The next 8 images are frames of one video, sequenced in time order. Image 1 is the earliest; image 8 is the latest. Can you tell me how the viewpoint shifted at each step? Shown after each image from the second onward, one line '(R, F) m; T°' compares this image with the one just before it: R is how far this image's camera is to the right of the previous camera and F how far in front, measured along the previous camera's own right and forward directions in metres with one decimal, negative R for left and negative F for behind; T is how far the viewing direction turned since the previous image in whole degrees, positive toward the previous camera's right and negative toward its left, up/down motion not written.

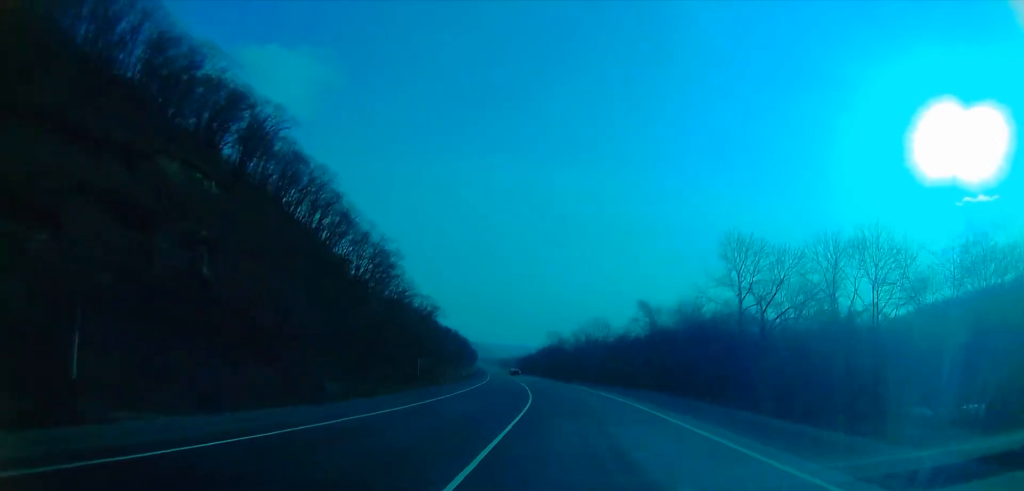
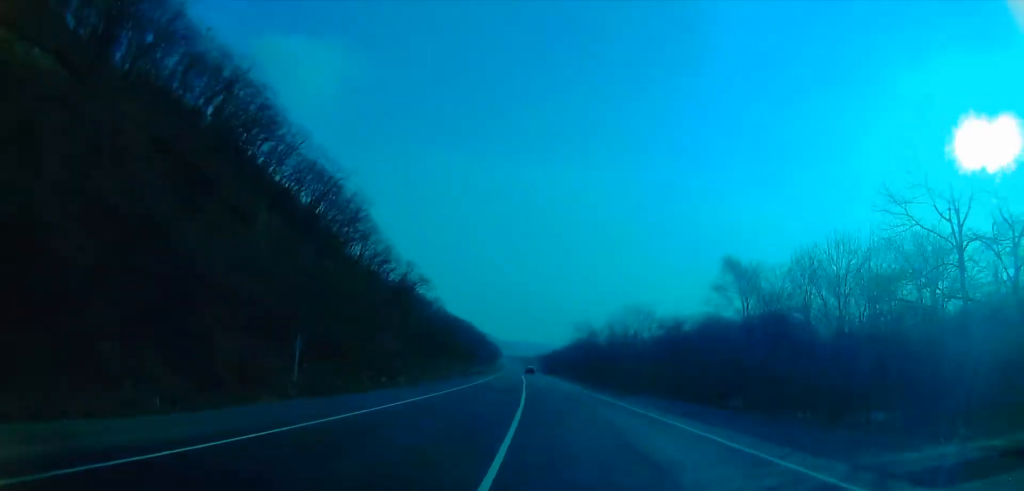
(-0.5, +36.0) m; -3°
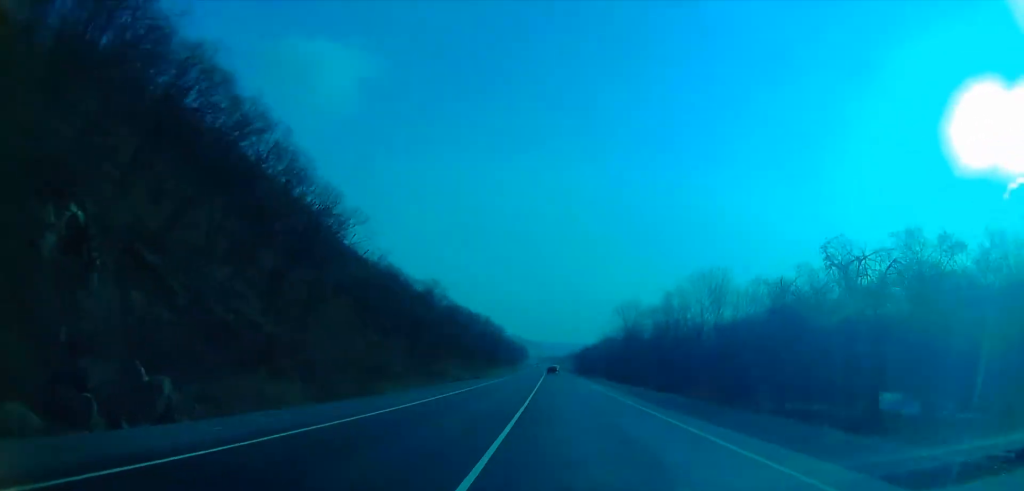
(-1.4, +44.5) m; -2°
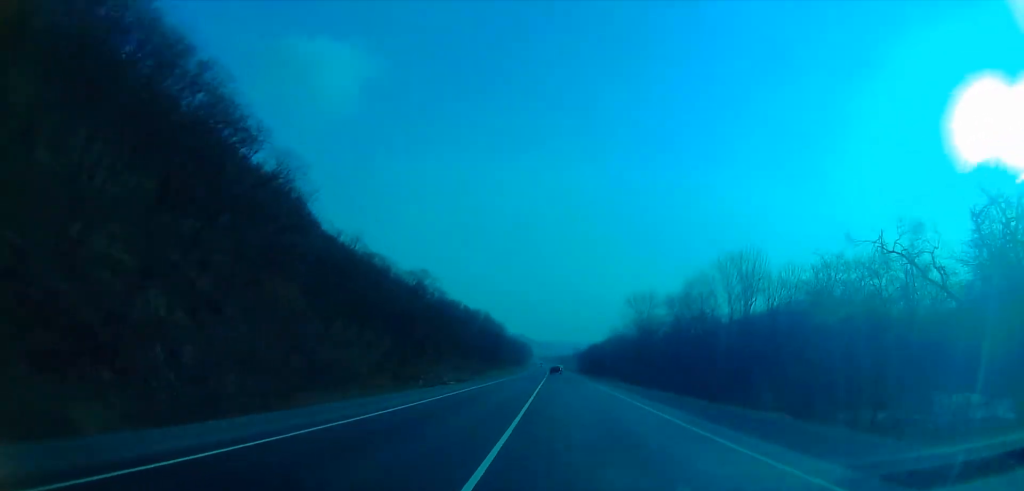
(0.0, +15.7) m; 0°
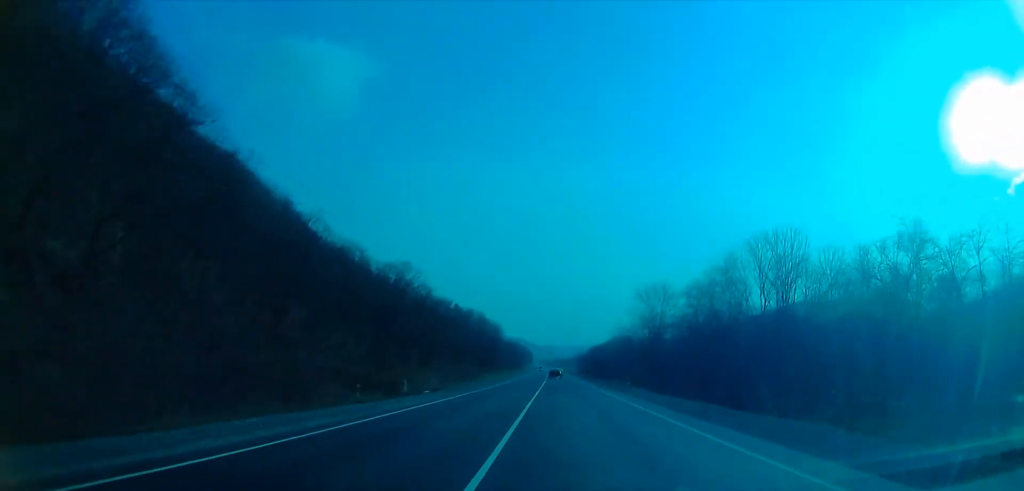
(0.0, +15.6) m; -1°
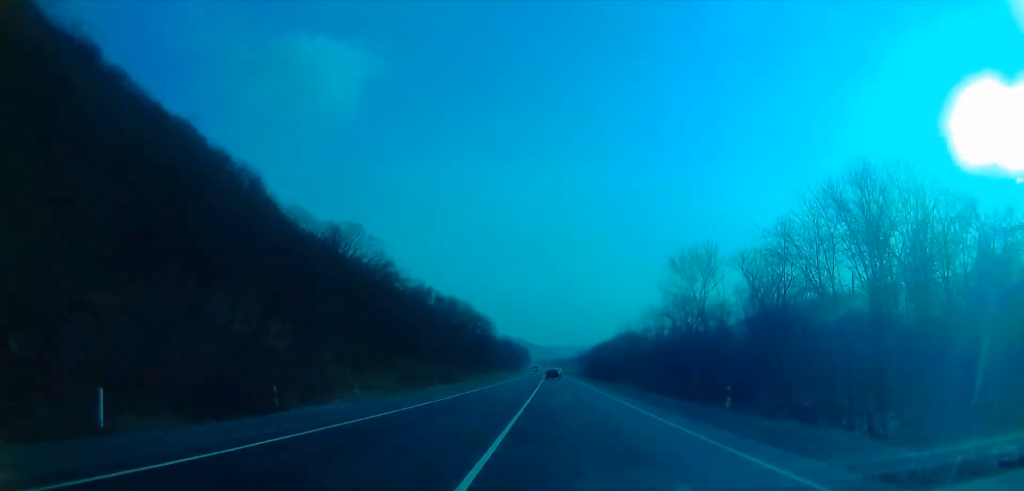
(-0.3, +29.9) m; -1°
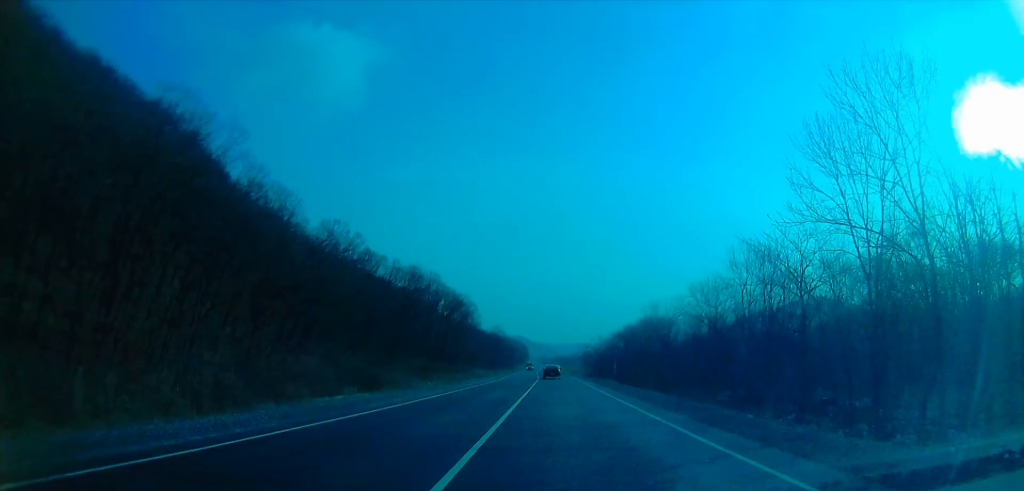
(-0.8, +44.0) m; -1°
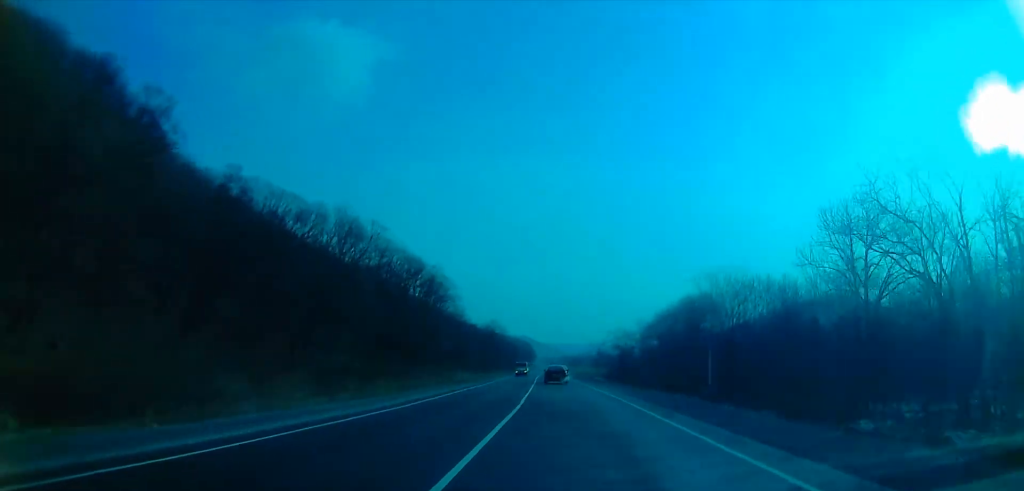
(0.0, +42.6) m; 0°
